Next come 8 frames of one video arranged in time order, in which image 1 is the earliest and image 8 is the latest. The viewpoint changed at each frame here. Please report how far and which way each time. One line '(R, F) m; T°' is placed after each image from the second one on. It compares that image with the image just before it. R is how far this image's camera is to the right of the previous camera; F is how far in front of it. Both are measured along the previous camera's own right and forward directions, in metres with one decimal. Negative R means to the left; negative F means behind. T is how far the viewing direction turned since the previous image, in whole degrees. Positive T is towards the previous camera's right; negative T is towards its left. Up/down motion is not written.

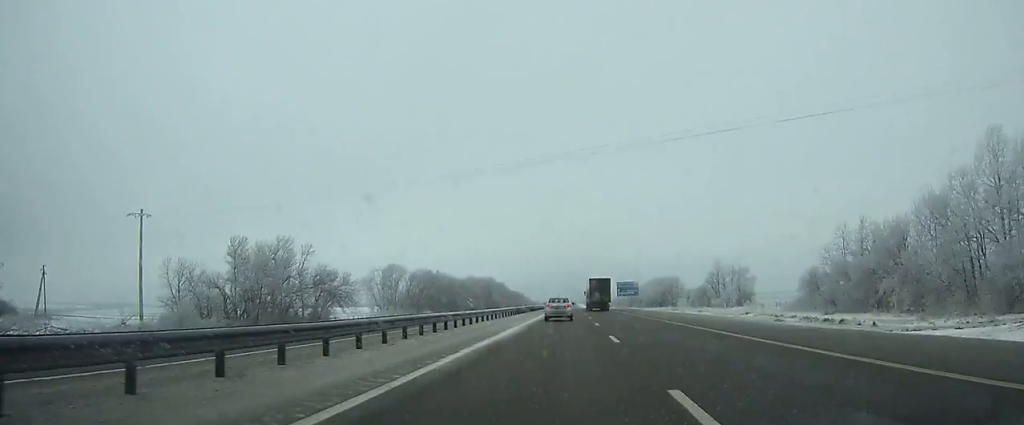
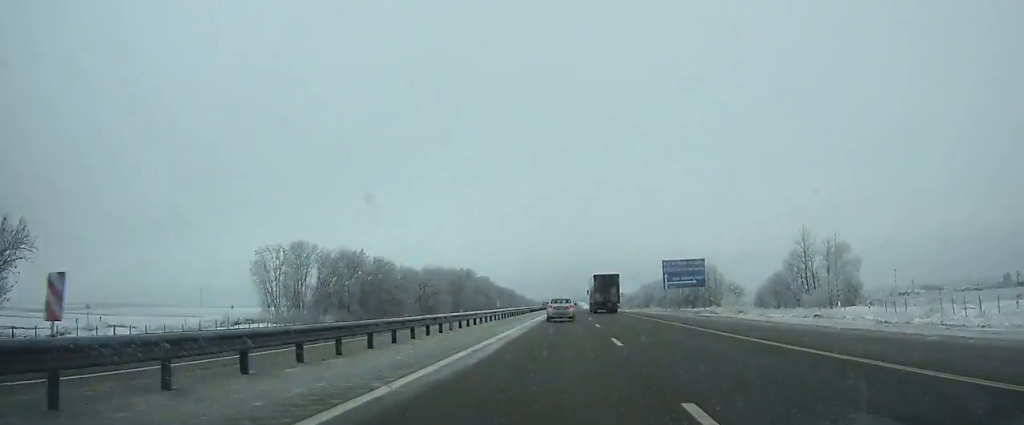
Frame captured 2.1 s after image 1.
(0.0, +56.4) m; 0°
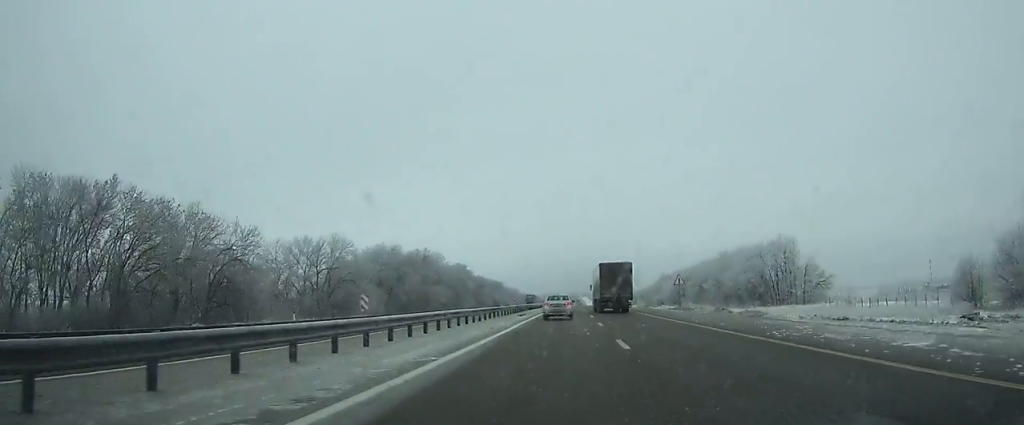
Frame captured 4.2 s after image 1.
(0.0, +55.4) m; 0°
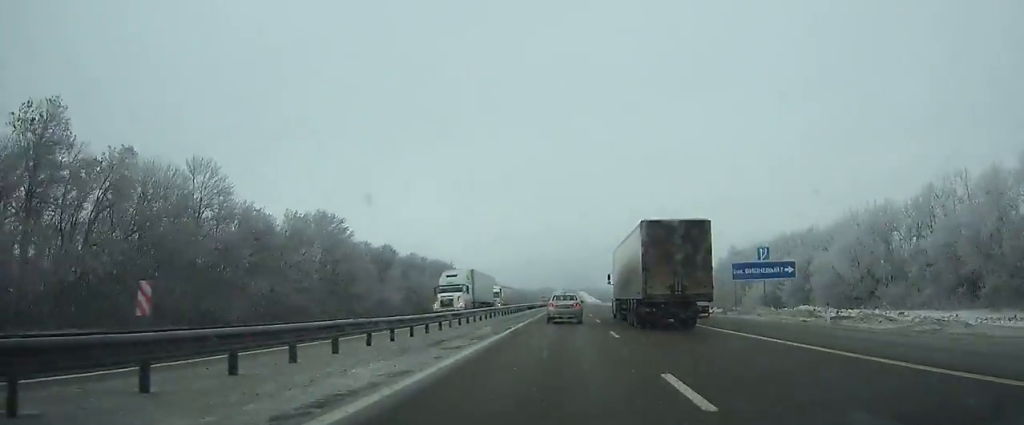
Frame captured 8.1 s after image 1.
(-0.2, +107.2) m; 0°
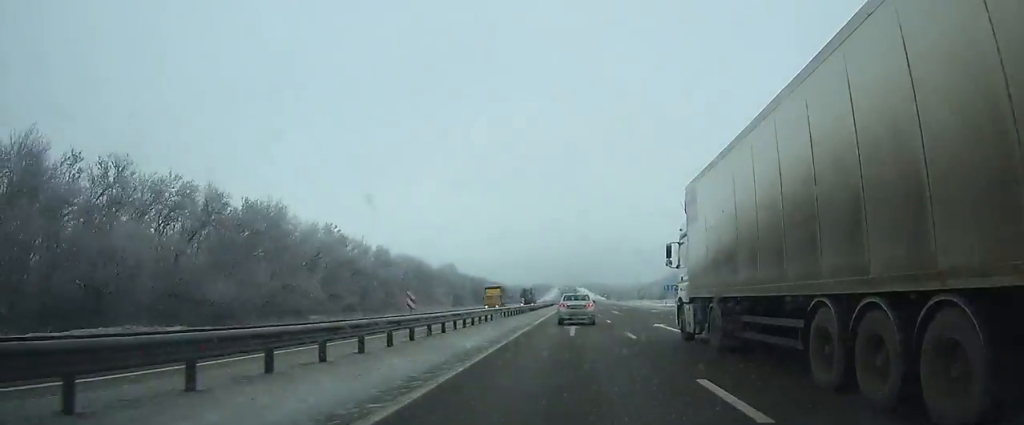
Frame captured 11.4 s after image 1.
(0.0, +95.4) m; 0°
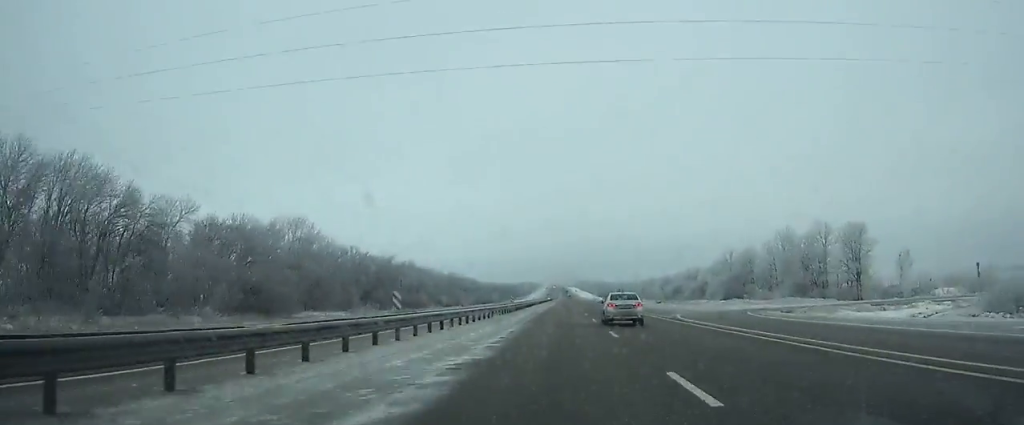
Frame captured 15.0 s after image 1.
(+1.1, +106.4) m; +1°
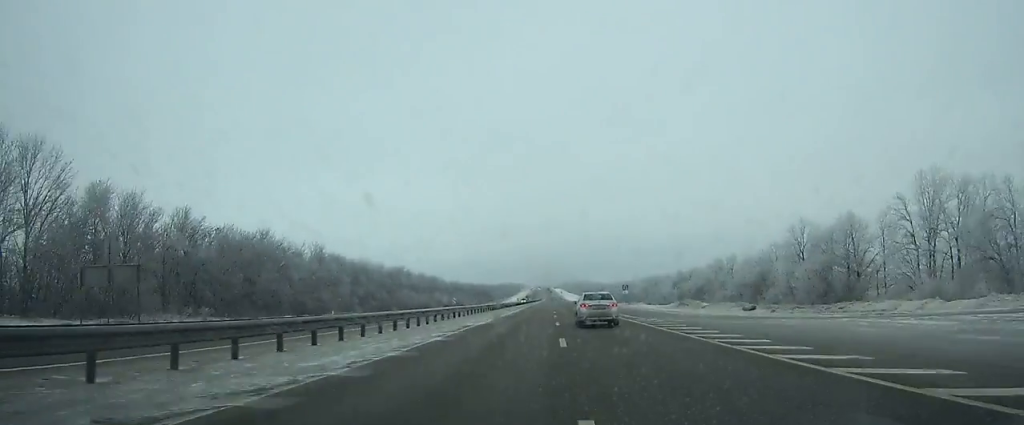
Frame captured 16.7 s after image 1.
(+0.4, +50.5) m; 0°
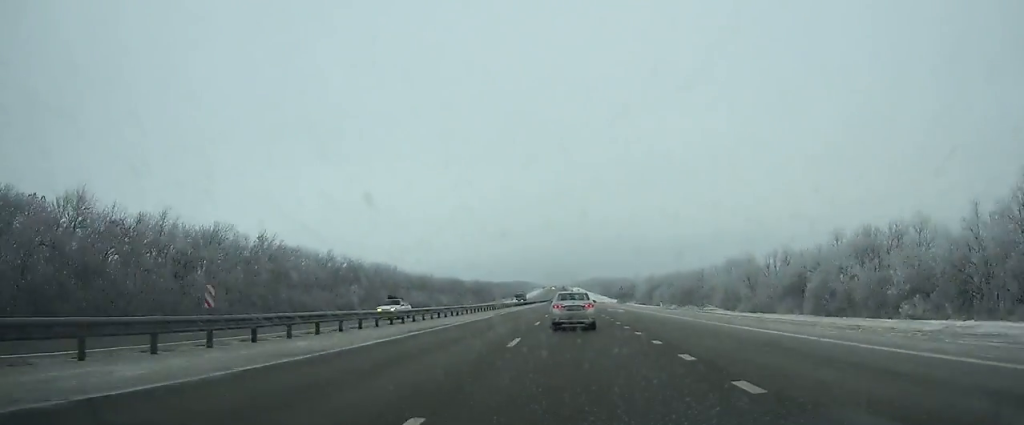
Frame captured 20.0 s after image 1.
(-0.7, +96.3) m; -1°
